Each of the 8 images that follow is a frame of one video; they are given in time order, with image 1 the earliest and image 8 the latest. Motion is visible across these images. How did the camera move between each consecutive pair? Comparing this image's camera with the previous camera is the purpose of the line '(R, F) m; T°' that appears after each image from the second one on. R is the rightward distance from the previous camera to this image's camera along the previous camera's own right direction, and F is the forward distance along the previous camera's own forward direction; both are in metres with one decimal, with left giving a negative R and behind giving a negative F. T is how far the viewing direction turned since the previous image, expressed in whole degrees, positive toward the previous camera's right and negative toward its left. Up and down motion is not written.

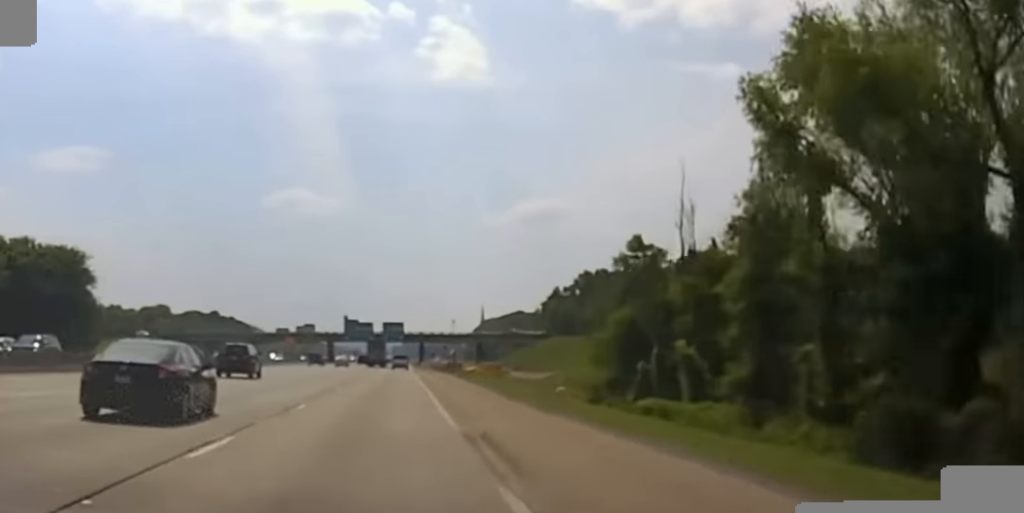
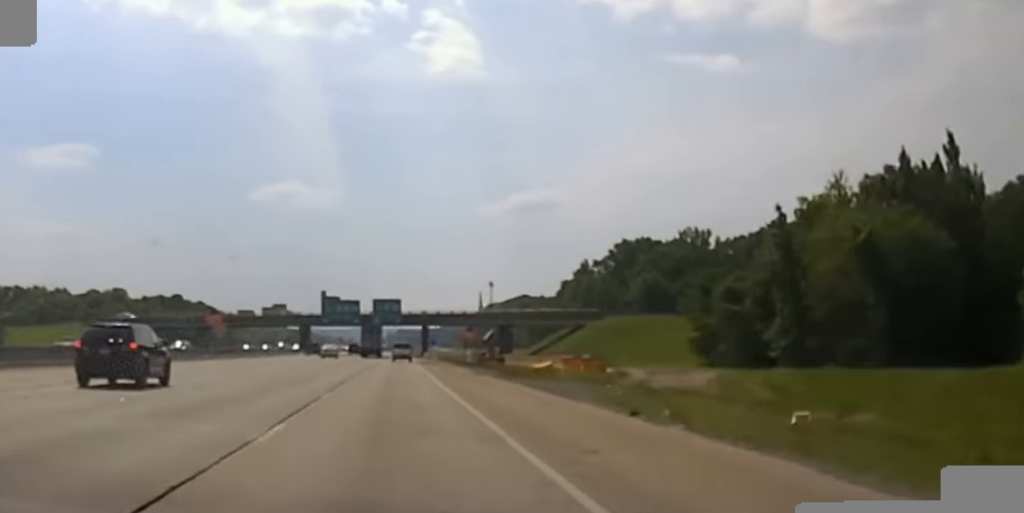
(0.0, +60.1) m; 0°
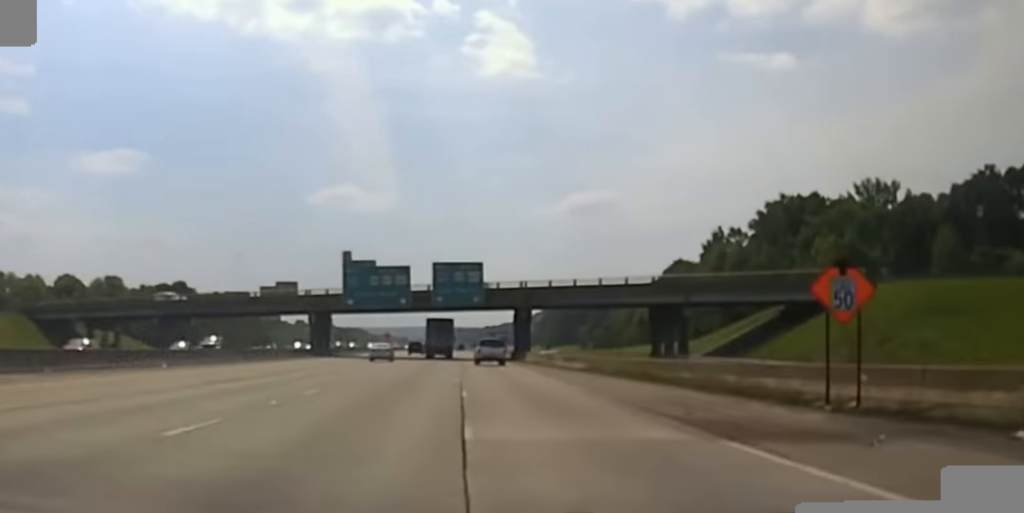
(-0.2, +78.0) m; 0°
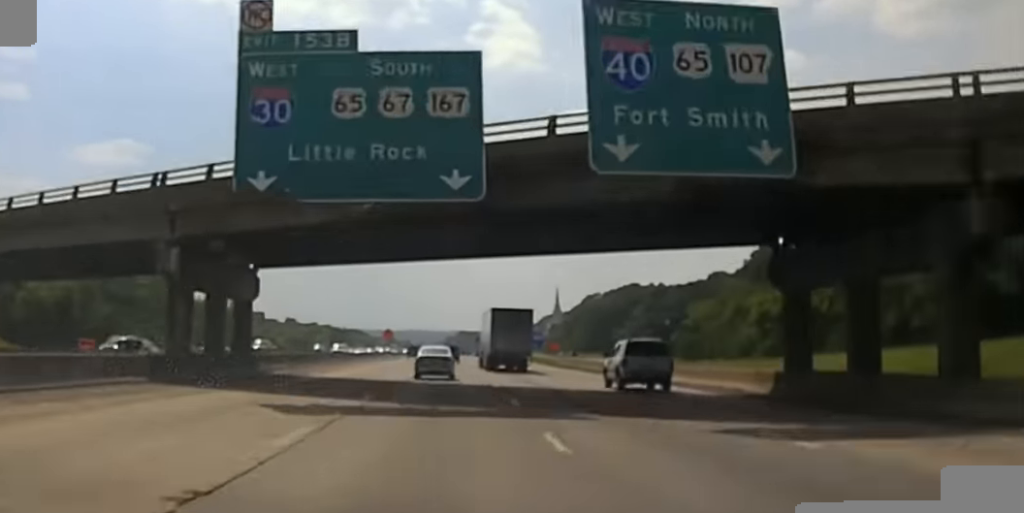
(+0.4, +67.9) m; +1°
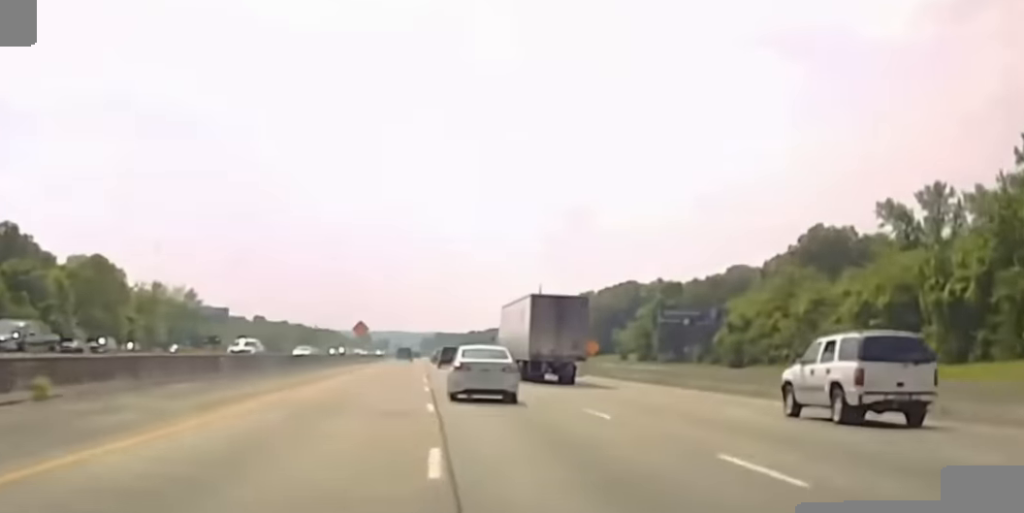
(+0.2, +39.6) m; 0°
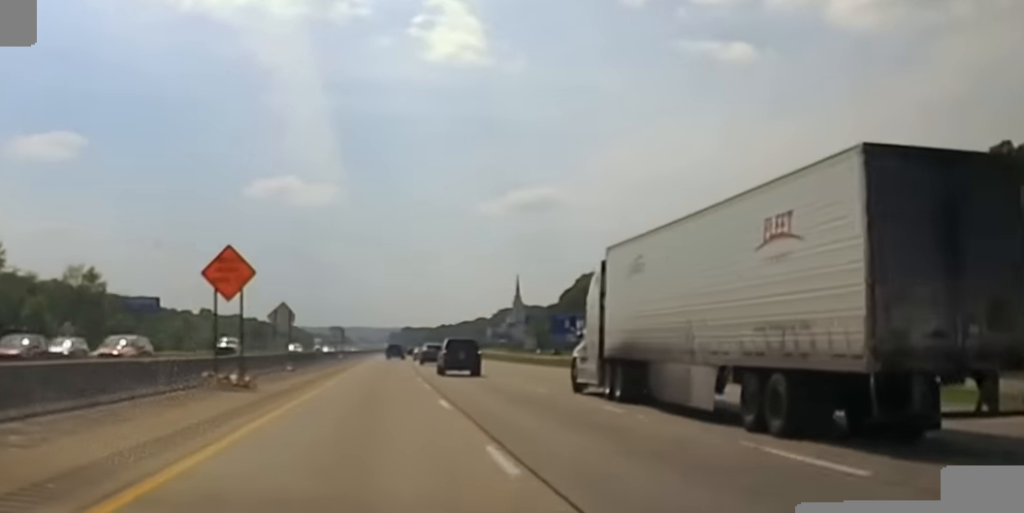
(+0.5, +72.6) m; +1°
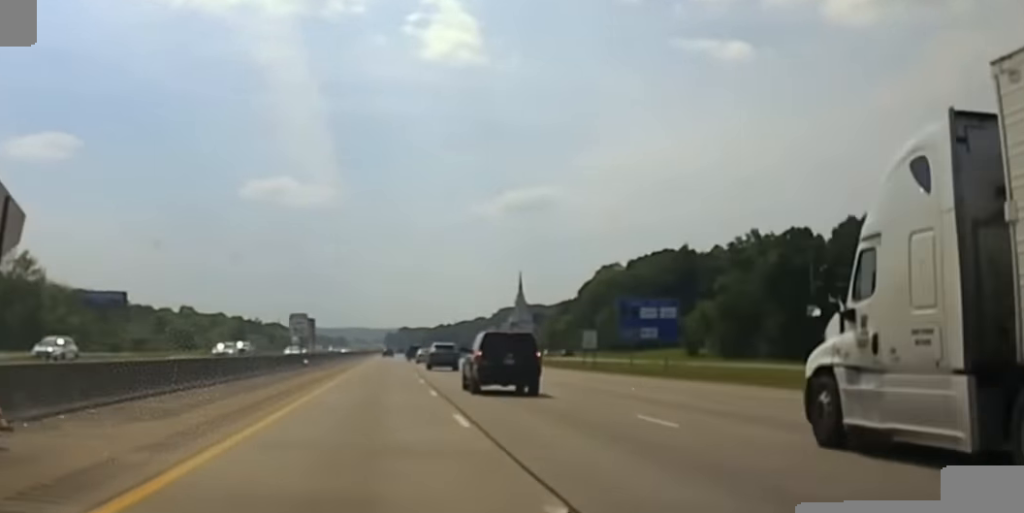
(+0.3, +41.2) m; +1°
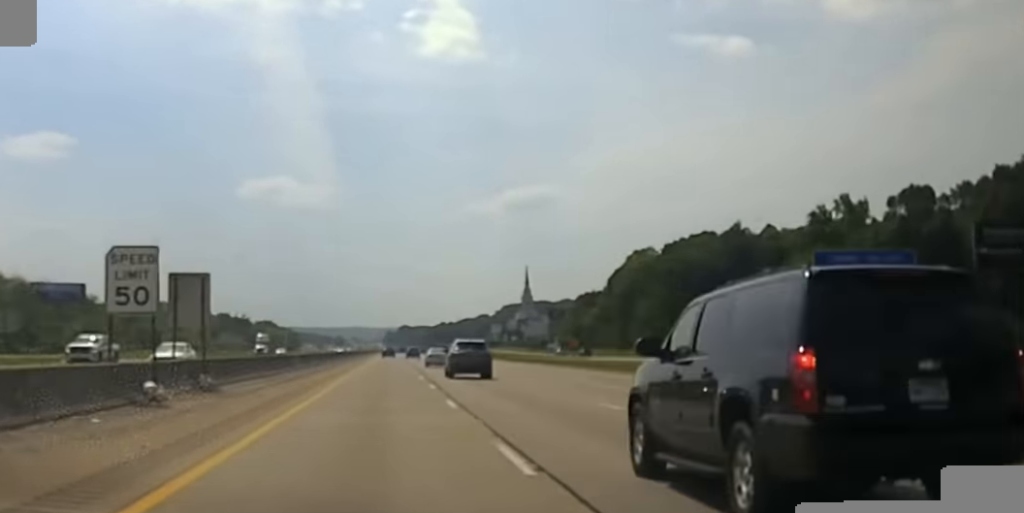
(+0.3, +43.9) m; 0°
